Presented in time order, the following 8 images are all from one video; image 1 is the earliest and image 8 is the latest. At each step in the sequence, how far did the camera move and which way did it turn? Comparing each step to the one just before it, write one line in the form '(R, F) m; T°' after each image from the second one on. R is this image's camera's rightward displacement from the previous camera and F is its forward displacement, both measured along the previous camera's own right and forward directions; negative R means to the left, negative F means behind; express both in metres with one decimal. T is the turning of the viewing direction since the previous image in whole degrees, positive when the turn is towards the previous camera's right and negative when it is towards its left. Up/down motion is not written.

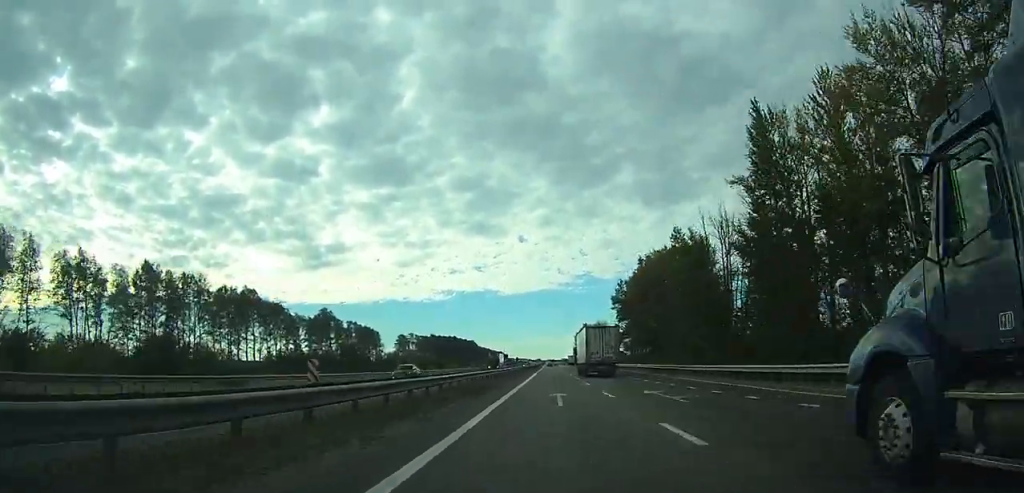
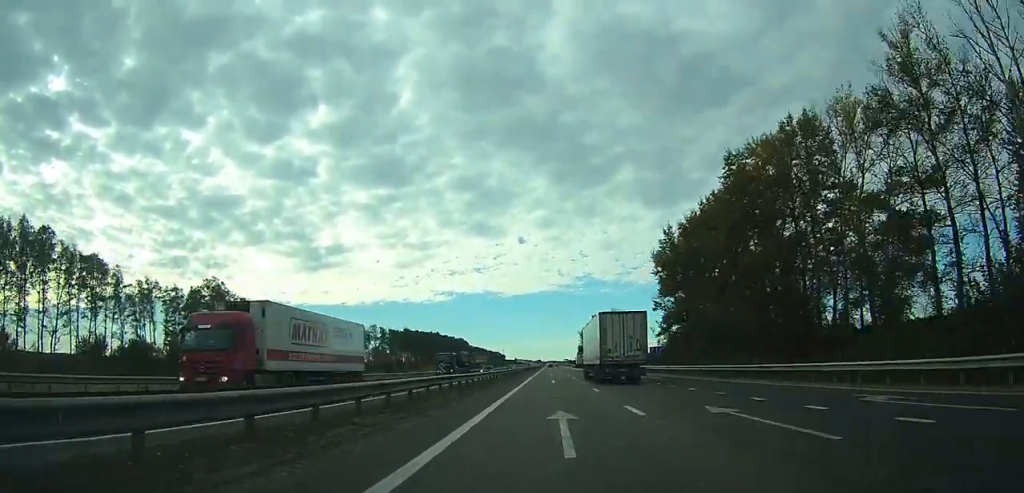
(+0.1, +67.3) m; 0°
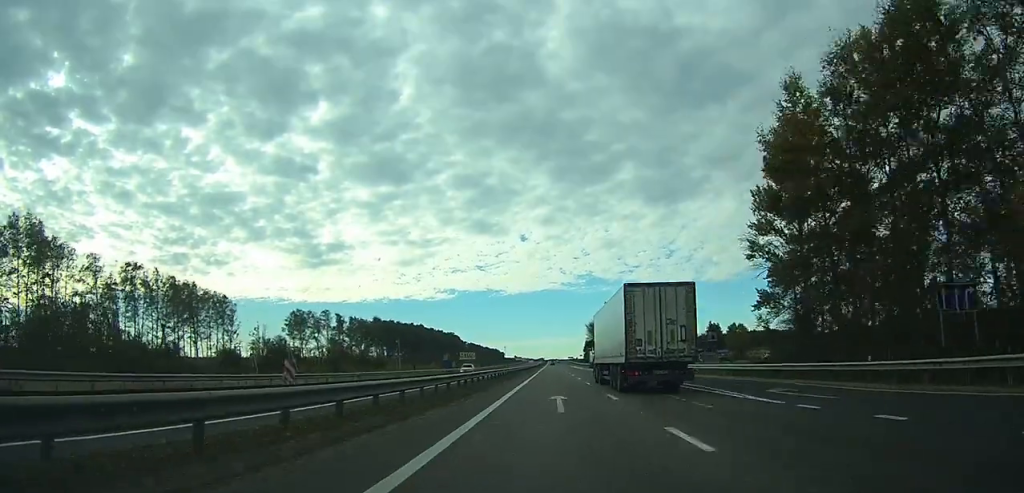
(0.0, +54.1) m; 0°
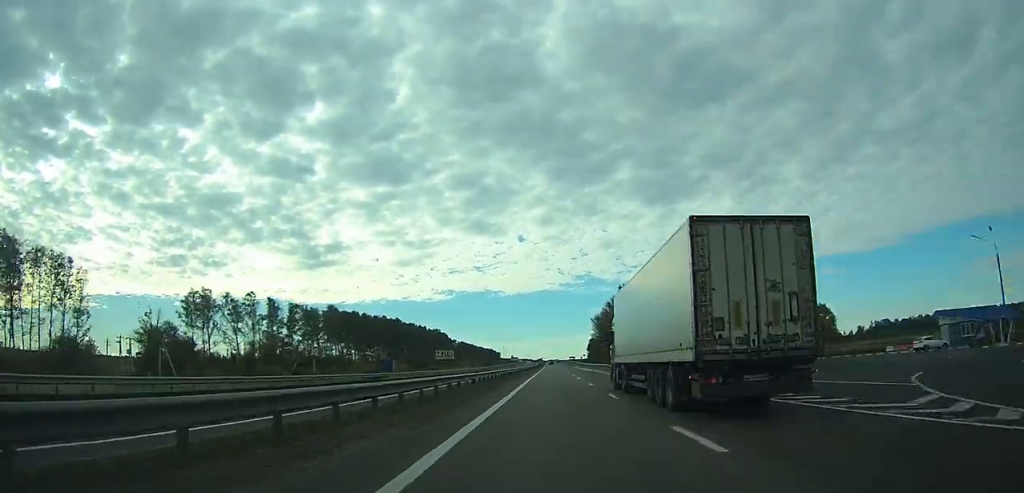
(0.0, +48.2) m; 0°
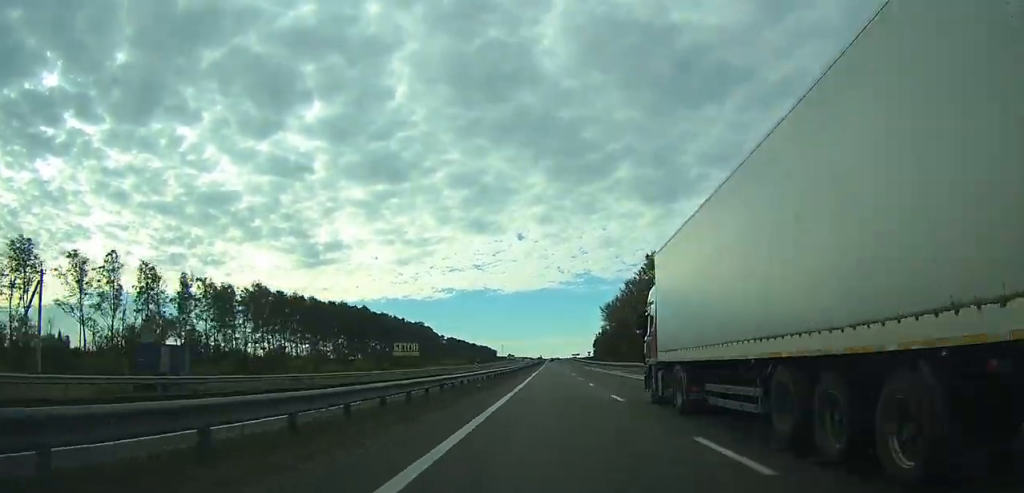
(0.0, +49.8) m; 0°
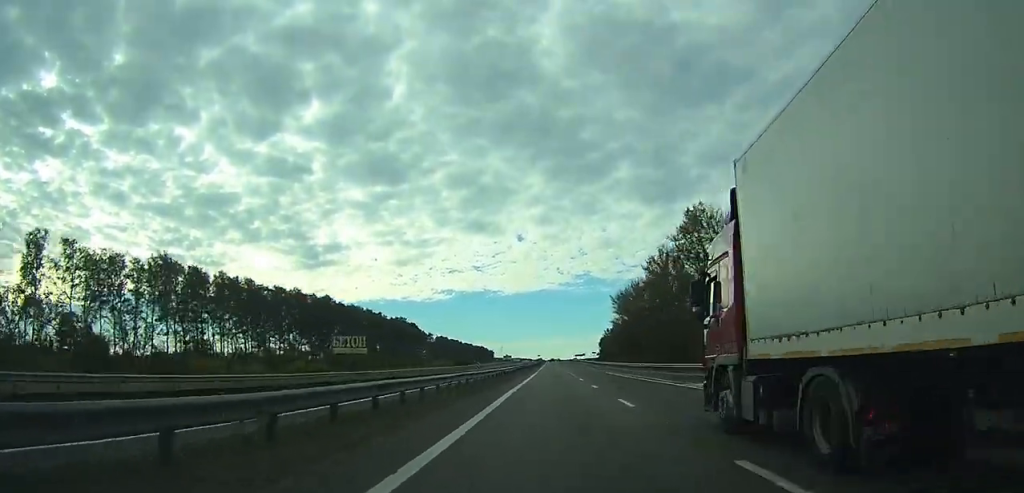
(0.0, +38.4) m; 0°
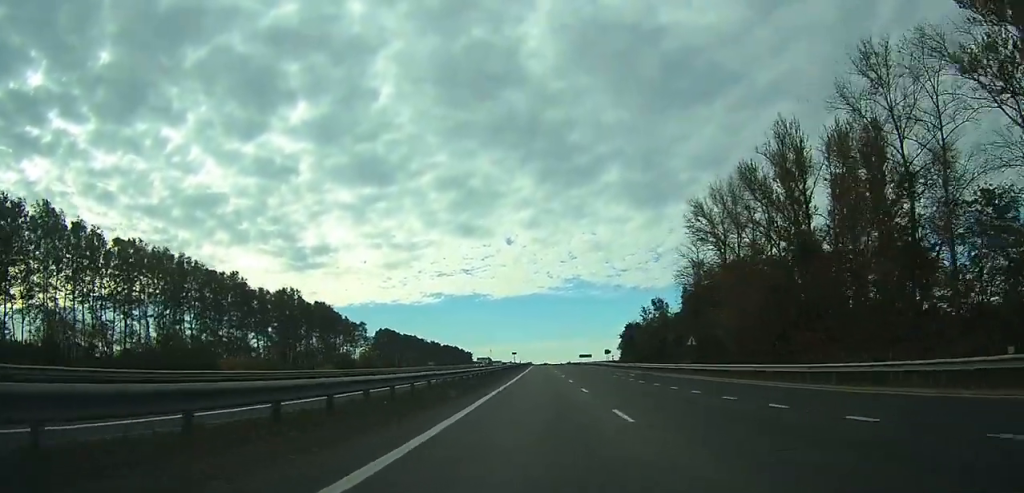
(+0.2, +112.1) m; 0°
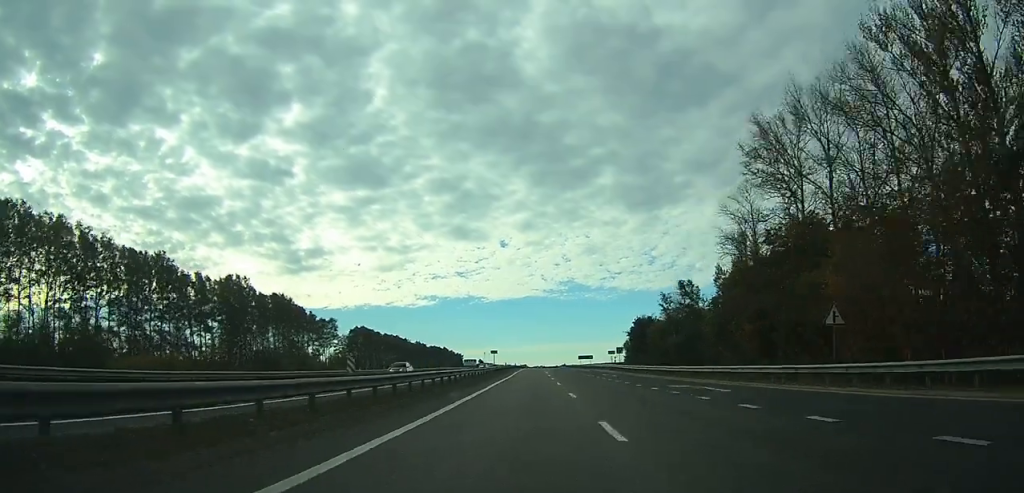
(0.0, +26.9) m; 0°
